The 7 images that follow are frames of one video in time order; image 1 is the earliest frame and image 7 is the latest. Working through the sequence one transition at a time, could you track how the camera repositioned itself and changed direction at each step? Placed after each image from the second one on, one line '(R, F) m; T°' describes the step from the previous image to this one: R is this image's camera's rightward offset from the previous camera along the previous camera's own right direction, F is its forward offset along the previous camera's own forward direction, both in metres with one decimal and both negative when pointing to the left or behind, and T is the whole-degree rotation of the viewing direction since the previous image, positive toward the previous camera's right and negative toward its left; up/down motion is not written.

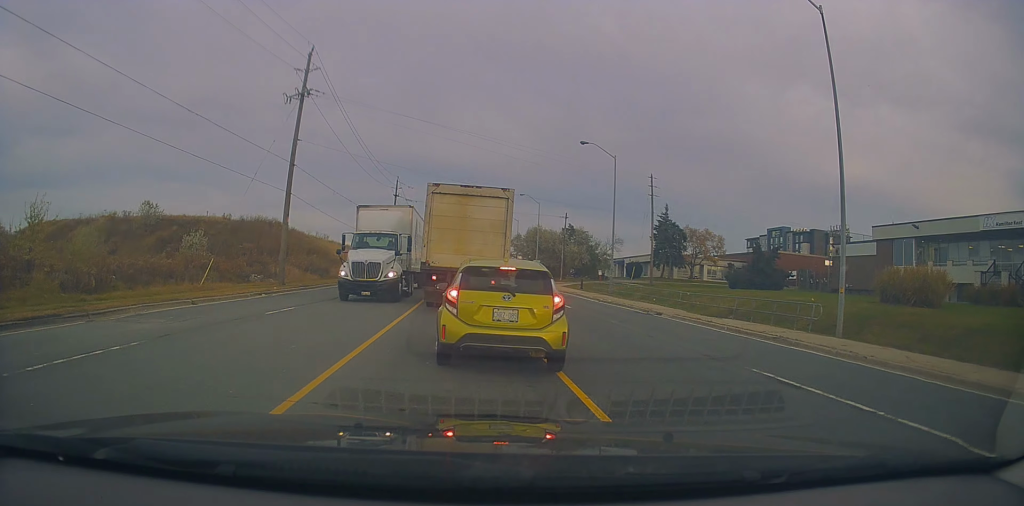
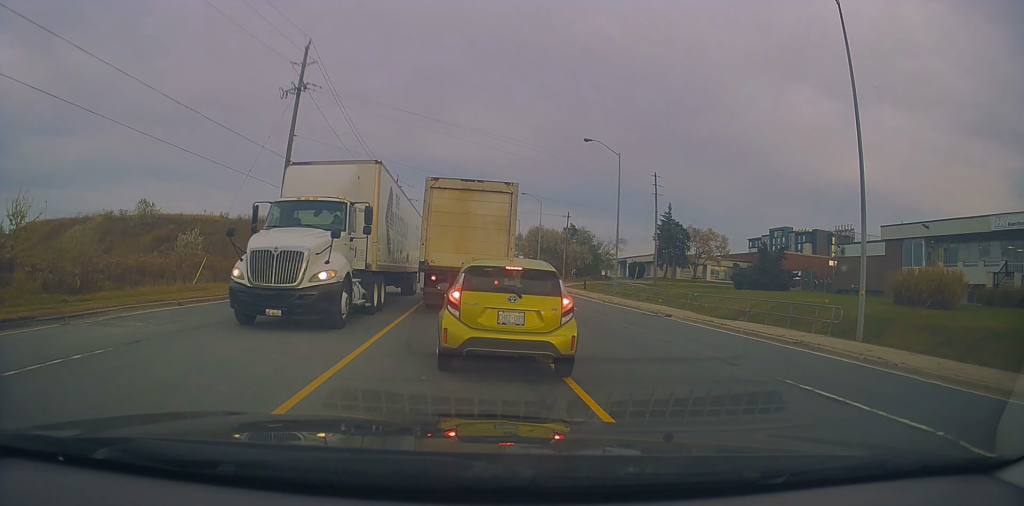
(-0.1, +1.2) m; -2°
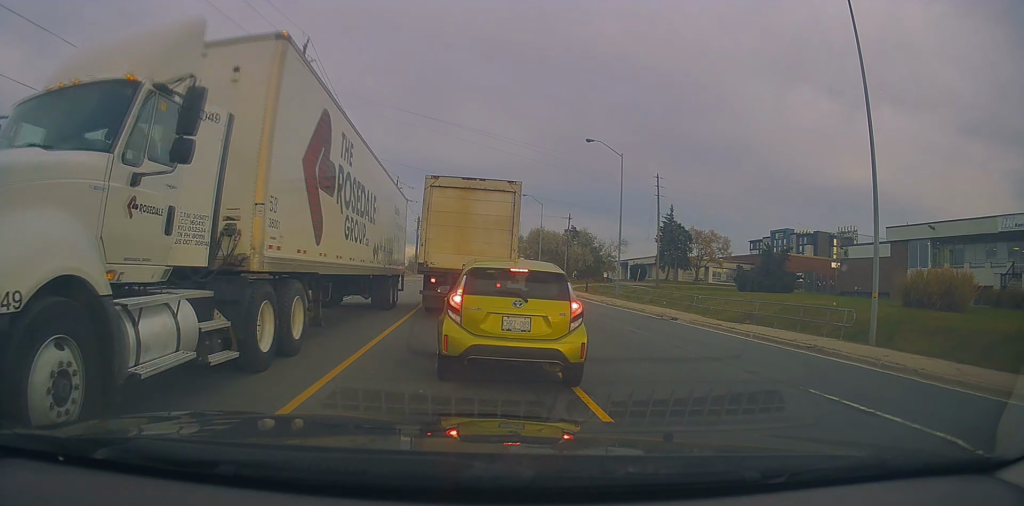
(-0.1, +1.0) m; 0°
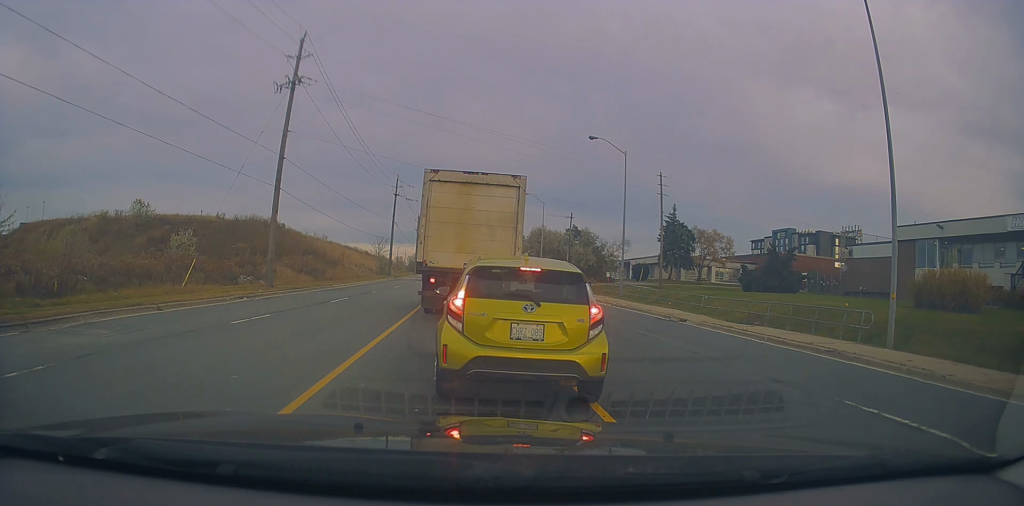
(+0.1, +0.4) m; 0°
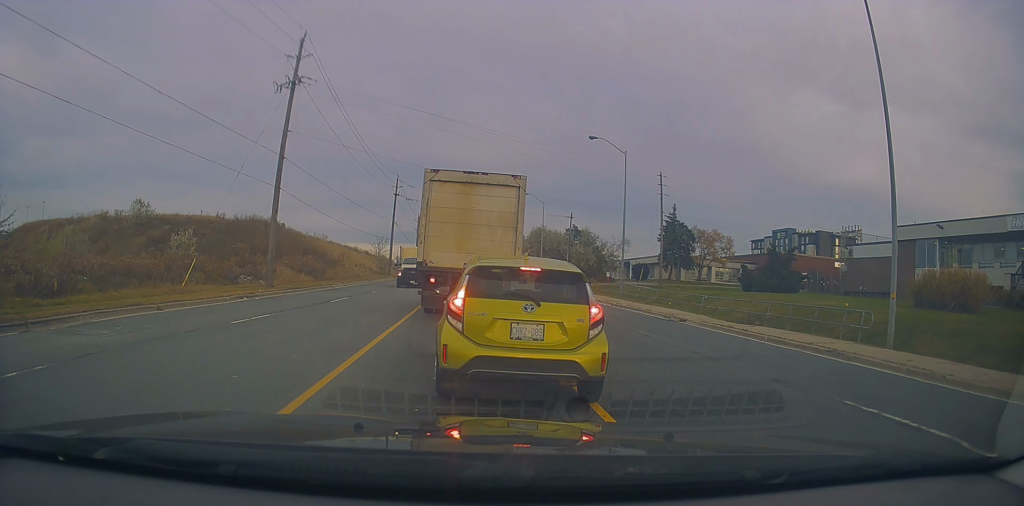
(-0.1, -0.2) m; 0°
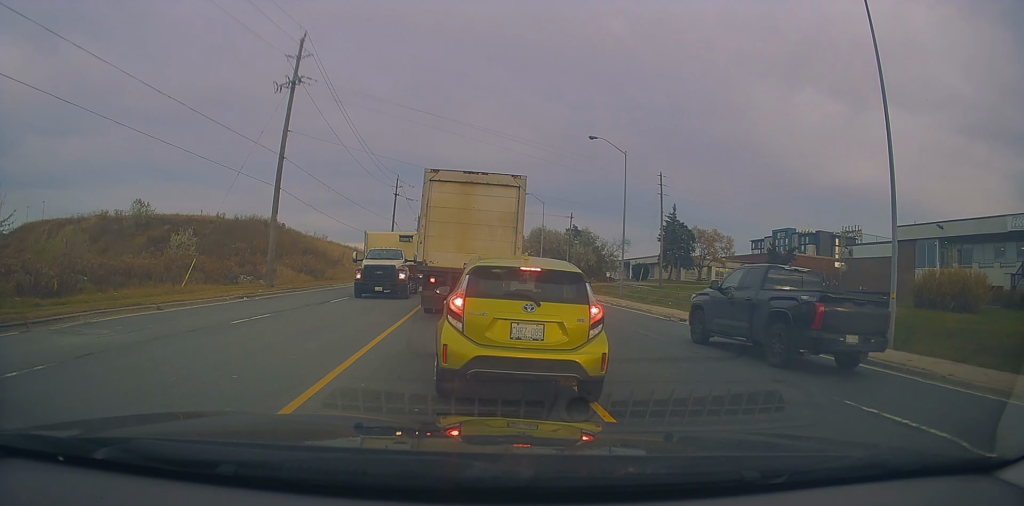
(0.0, 0.0) m; 0°
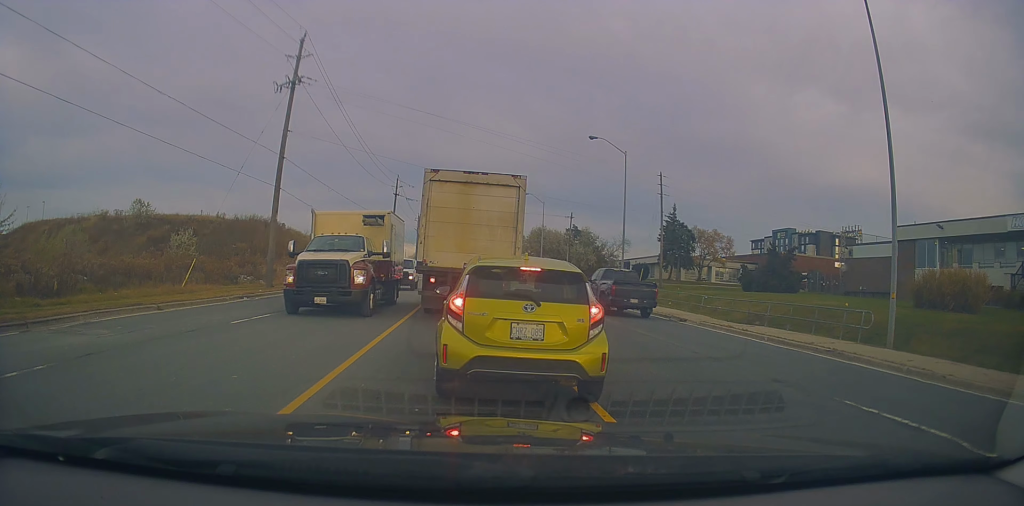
(0.0, 0.0) m; 0°
